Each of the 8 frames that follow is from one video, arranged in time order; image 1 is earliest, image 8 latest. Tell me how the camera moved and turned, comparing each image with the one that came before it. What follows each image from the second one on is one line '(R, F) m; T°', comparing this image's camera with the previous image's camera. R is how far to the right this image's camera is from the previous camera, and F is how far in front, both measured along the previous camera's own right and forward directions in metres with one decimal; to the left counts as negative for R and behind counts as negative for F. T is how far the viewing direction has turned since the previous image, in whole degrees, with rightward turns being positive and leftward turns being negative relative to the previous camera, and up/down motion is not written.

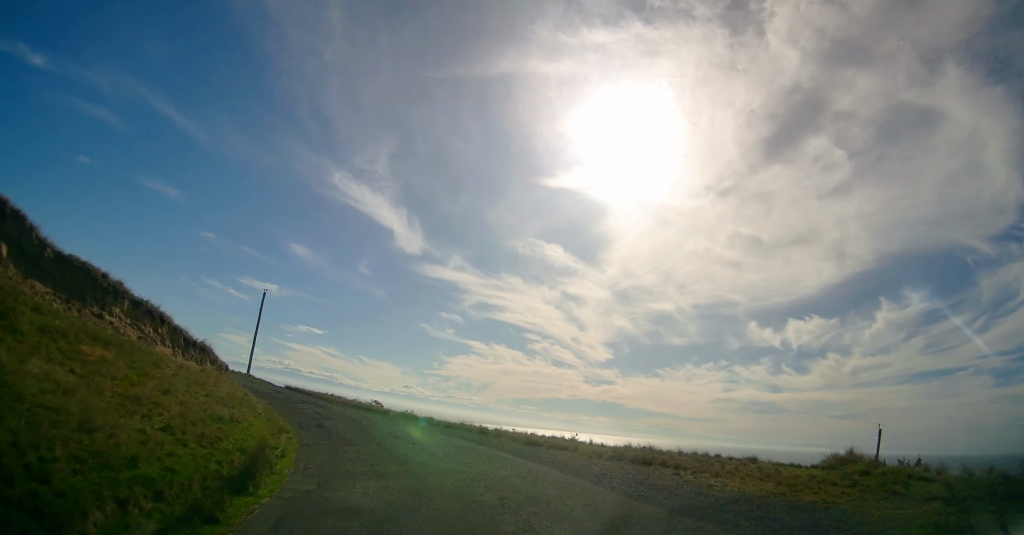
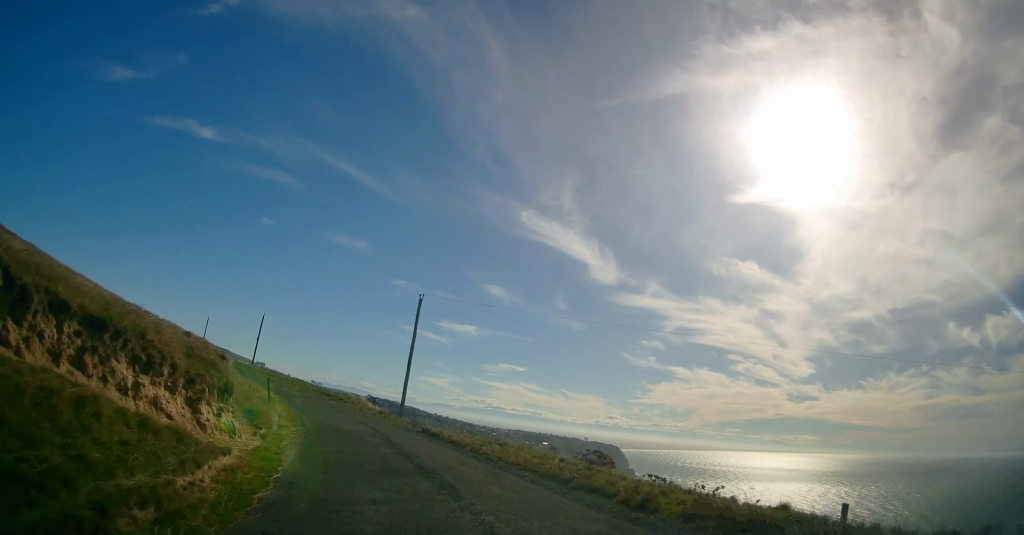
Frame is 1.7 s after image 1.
(-2.7, +16.0) m; -21°
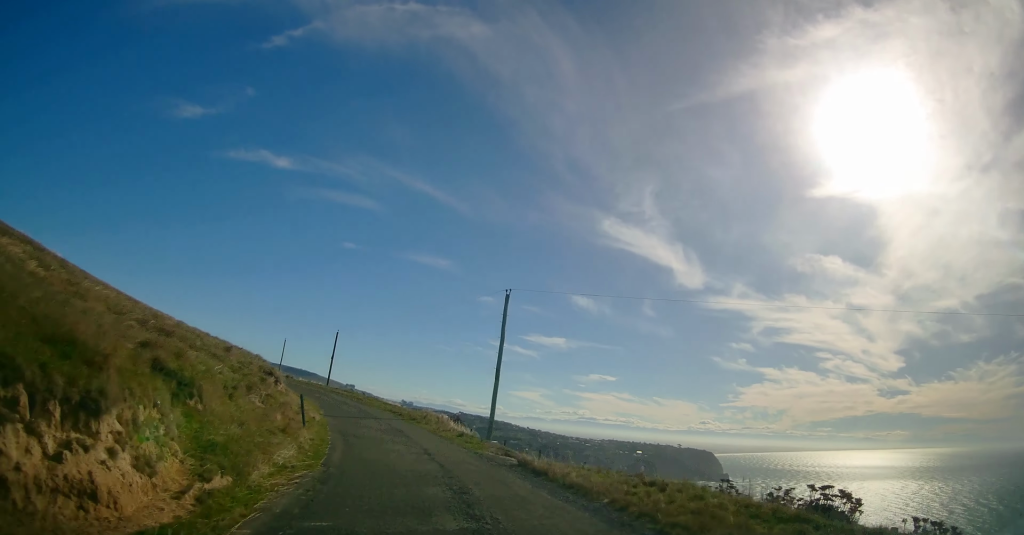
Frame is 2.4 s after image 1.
(-0.5, +6.6) m; -6°
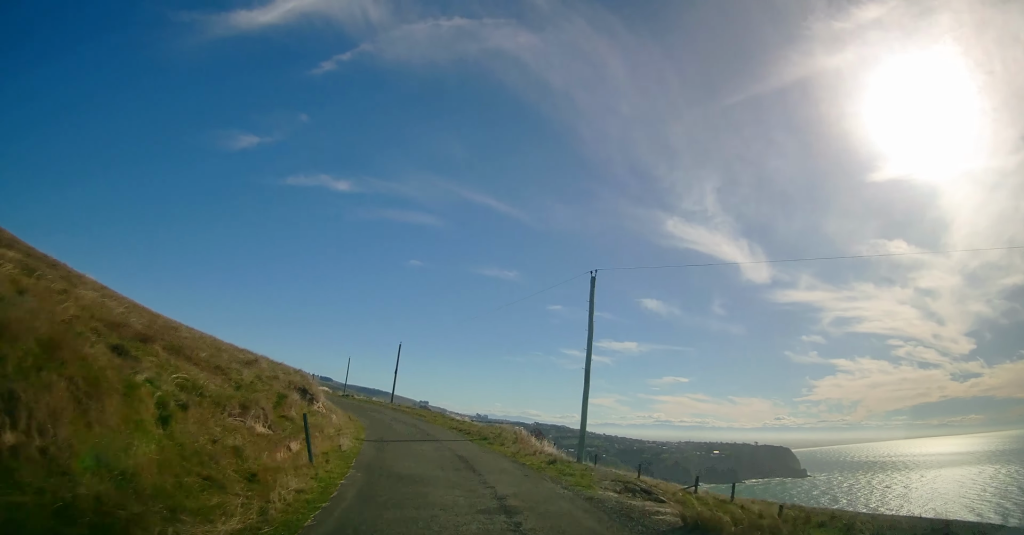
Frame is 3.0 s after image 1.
(-0.3, +6.3) m; -5°
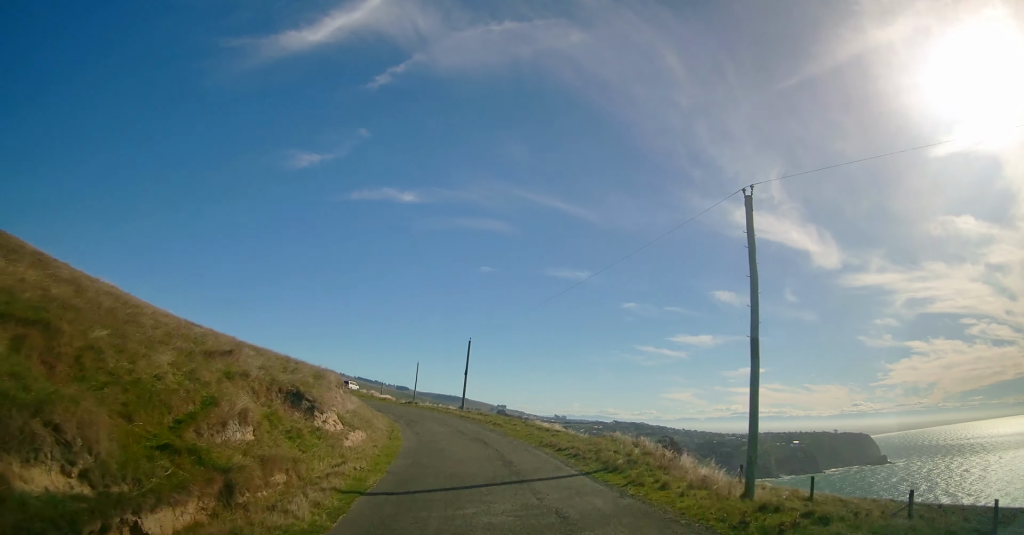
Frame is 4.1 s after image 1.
(-0.7, +9.9) m; -8°
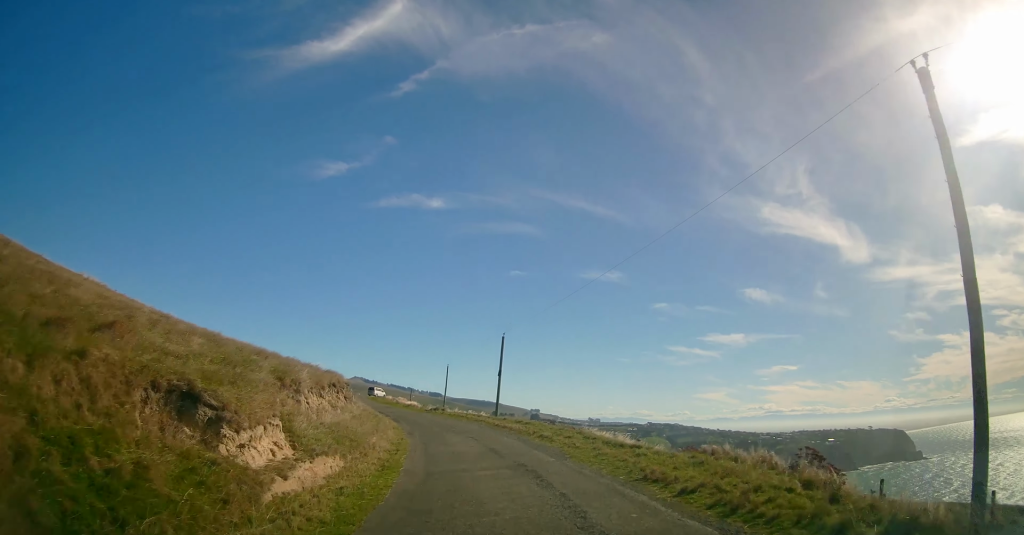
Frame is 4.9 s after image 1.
(-0.4, +7.3) m; -4°
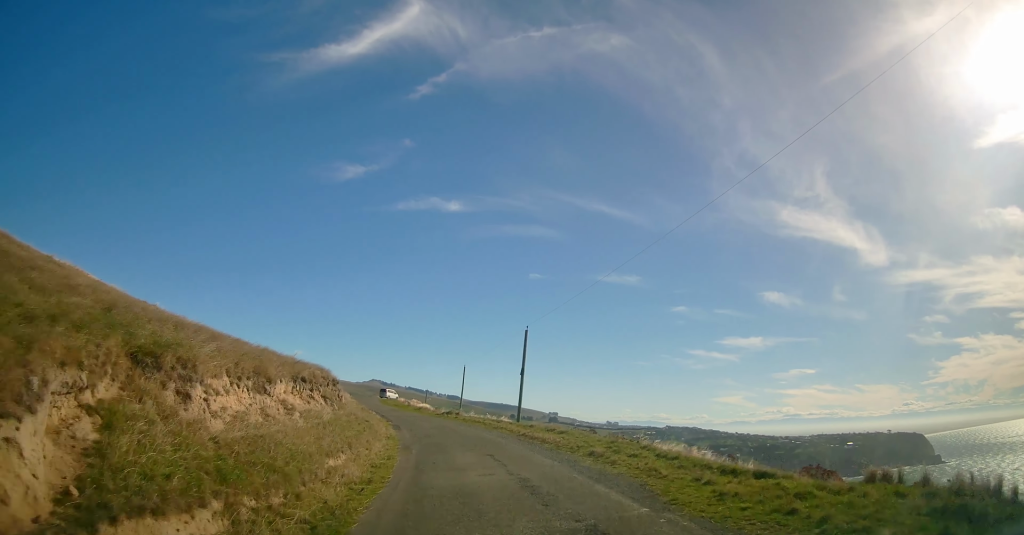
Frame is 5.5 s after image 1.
(-0.1, +6.4) m; -3°
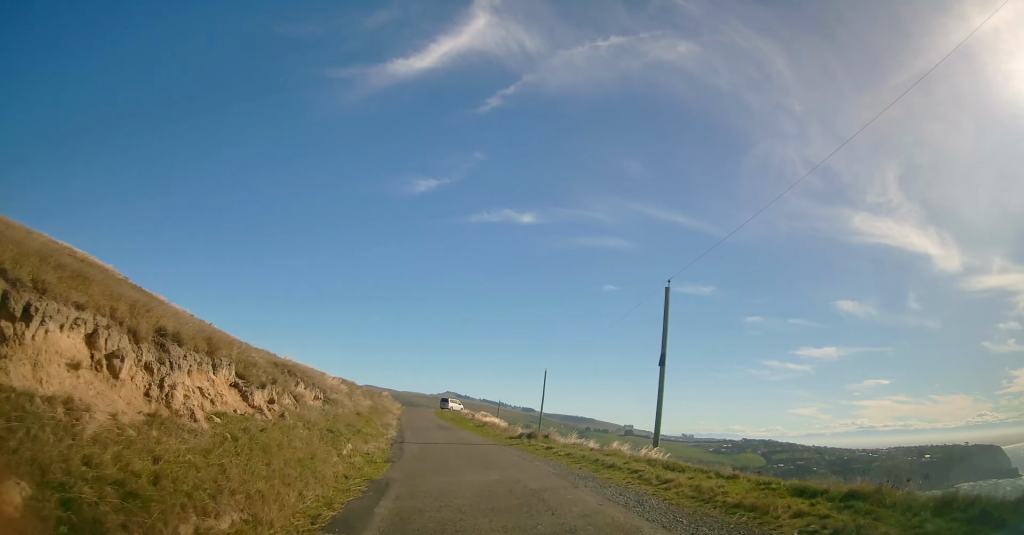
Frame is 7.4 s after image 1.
(-2.0, +19.5) m; -9°
